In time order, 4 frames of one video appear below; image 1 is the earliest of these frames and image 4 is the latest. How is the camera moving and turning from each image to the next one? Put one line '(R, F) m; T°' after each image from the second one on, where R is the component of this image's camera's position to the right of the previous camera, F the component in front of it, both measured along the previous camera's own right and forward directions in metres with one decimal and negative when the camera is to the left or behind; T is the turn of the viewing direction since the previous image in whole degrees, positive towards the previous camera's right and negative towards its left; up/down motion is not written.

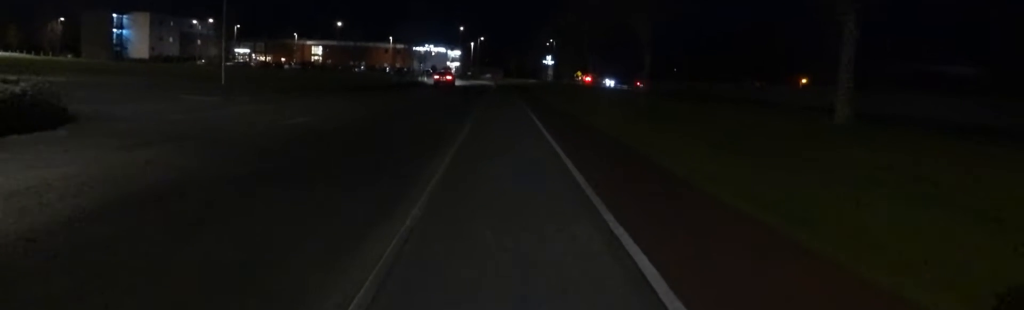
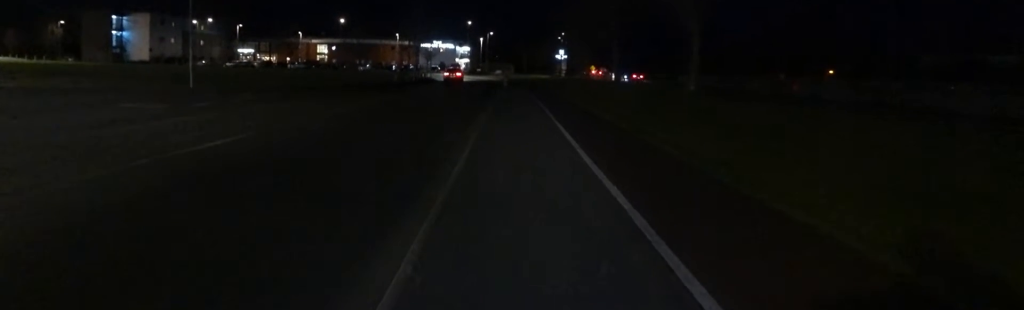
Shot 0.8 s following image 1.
(0.0, +3.2) m; 0°
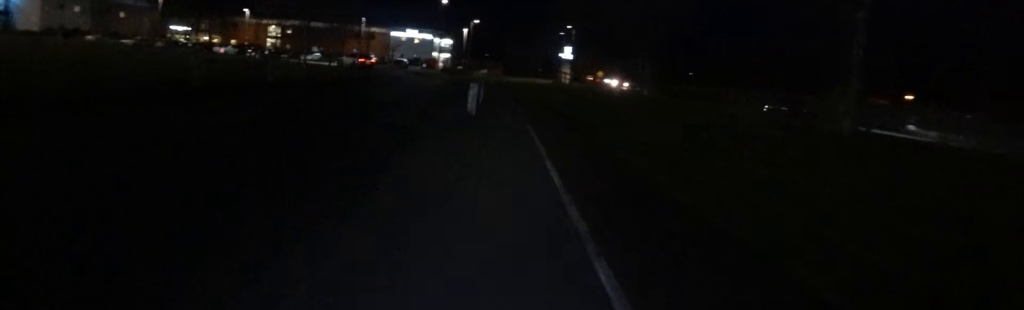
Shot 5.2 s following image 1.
(0.0, +18.7) m; 0°
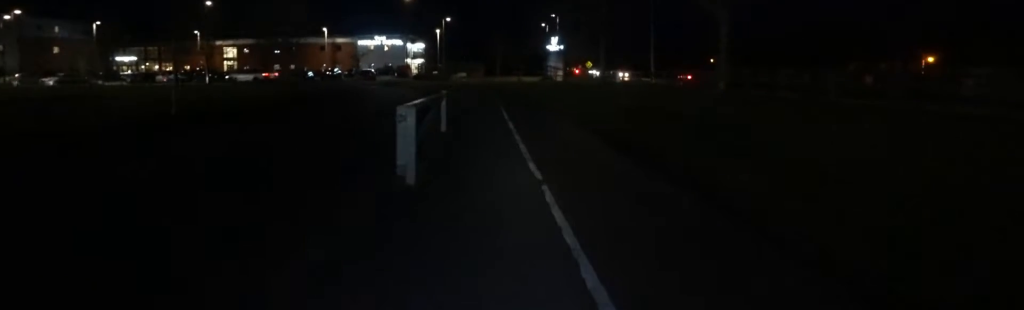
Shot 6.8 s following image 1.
(0.0, +6.6) m; 0°
